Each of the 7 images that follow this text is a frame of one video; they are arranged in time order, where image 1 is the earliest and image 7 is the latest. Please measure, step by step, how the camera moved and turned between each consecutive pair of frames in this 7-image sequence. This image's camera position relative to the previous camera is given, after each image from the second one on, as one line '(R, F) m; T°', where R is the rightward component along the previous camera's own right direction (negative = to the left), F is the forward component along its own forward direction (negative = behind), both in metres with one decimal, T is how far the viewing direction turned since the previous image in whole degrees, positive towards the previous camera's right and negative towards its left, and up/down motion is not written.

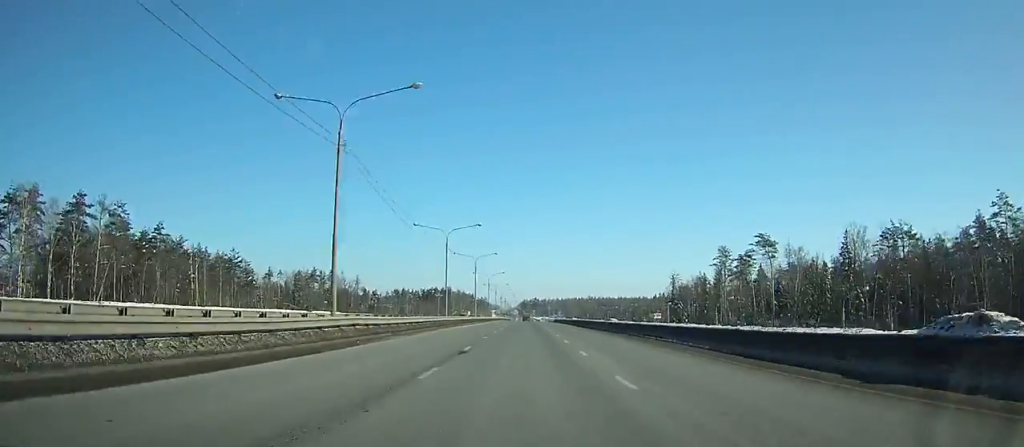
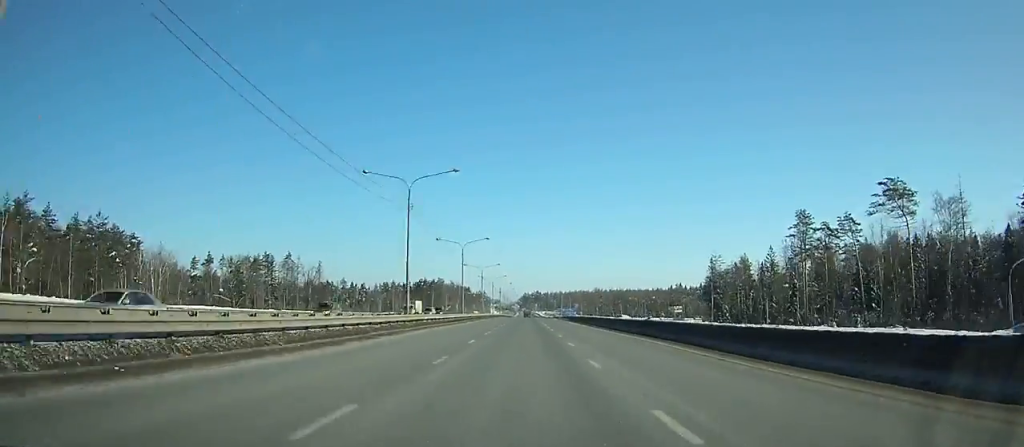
(+0.2, +54.5) m; 0°
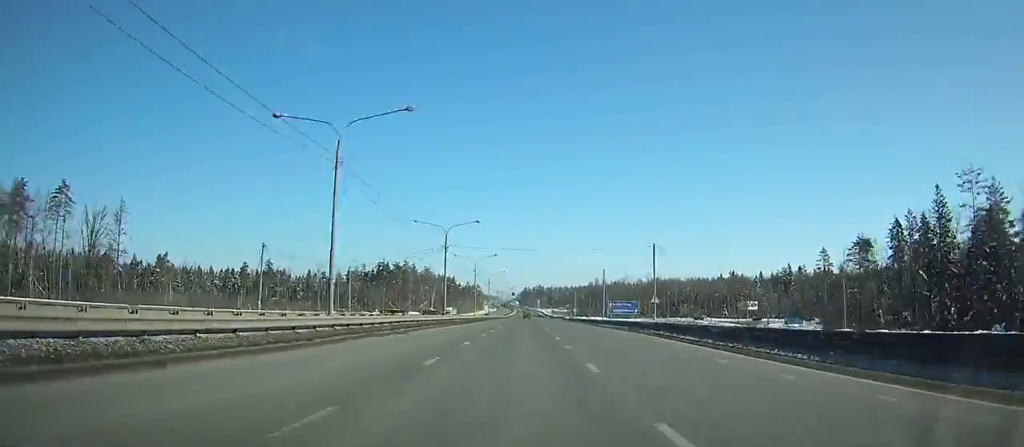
(+0.3, +121.7) m; 0°
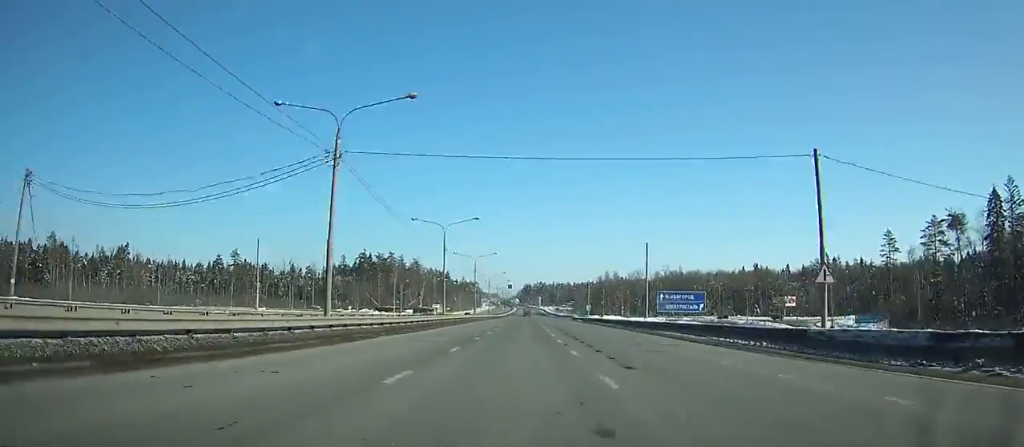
(0.0, +36.9) m; 0°
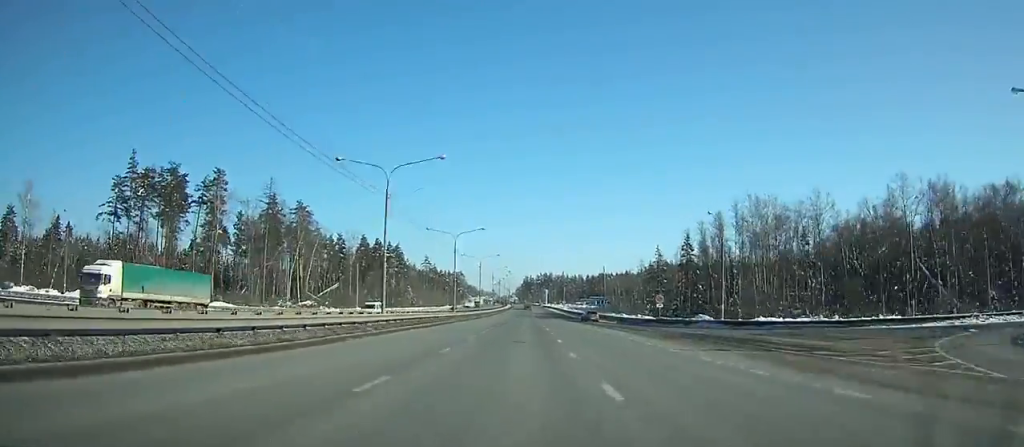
(+0.1, +165.8) m; 0°
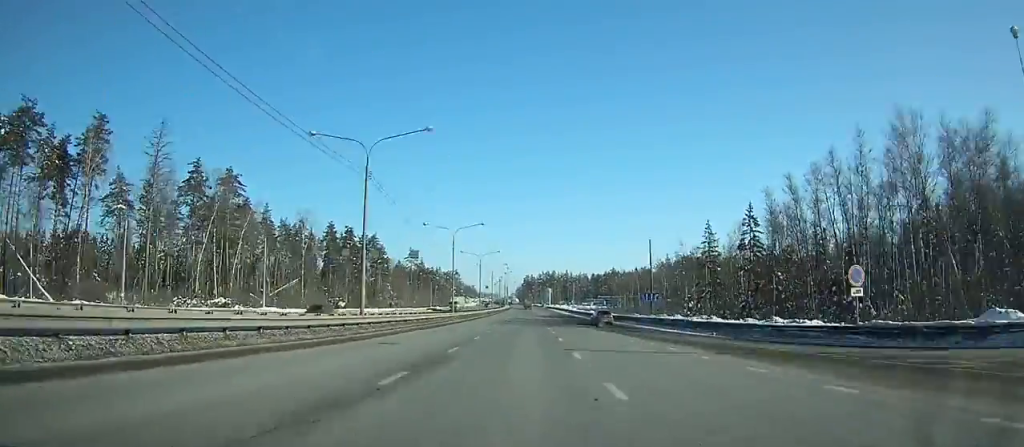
(0.0, +39.5) m; 0°
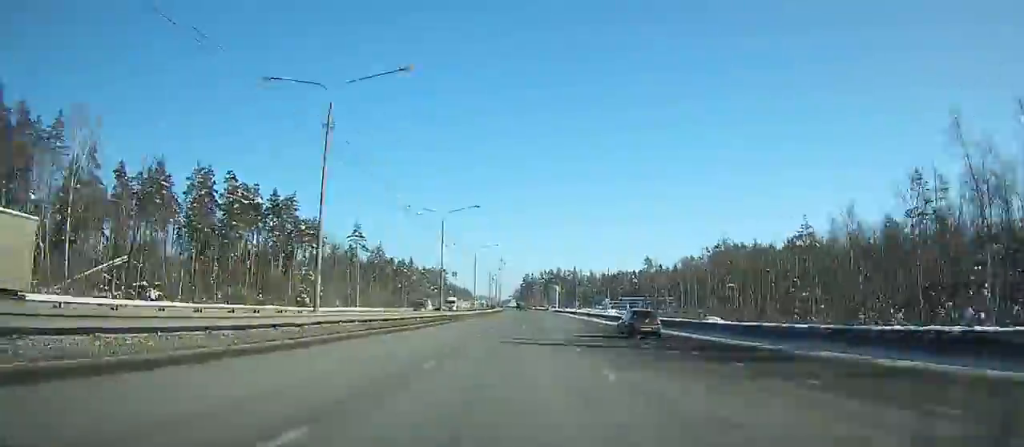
(-0.2, +79.8) m; 0°
